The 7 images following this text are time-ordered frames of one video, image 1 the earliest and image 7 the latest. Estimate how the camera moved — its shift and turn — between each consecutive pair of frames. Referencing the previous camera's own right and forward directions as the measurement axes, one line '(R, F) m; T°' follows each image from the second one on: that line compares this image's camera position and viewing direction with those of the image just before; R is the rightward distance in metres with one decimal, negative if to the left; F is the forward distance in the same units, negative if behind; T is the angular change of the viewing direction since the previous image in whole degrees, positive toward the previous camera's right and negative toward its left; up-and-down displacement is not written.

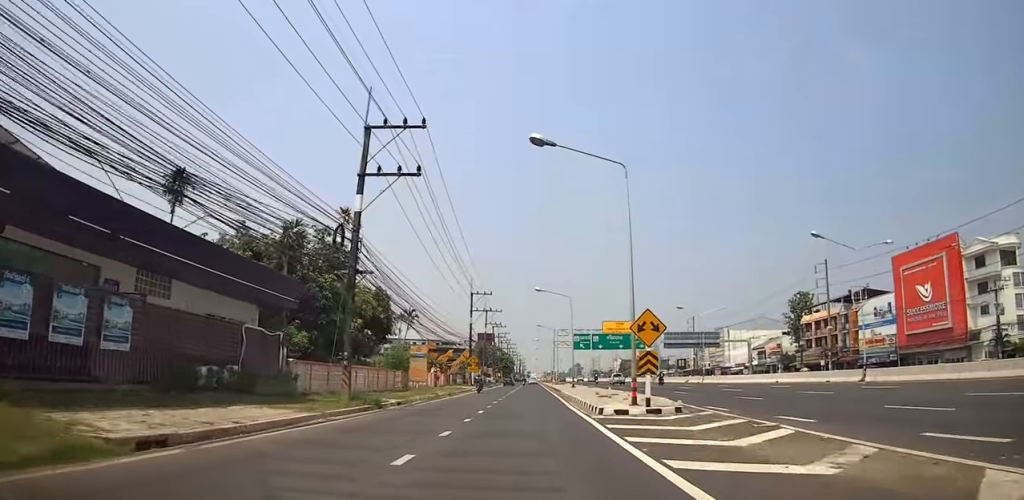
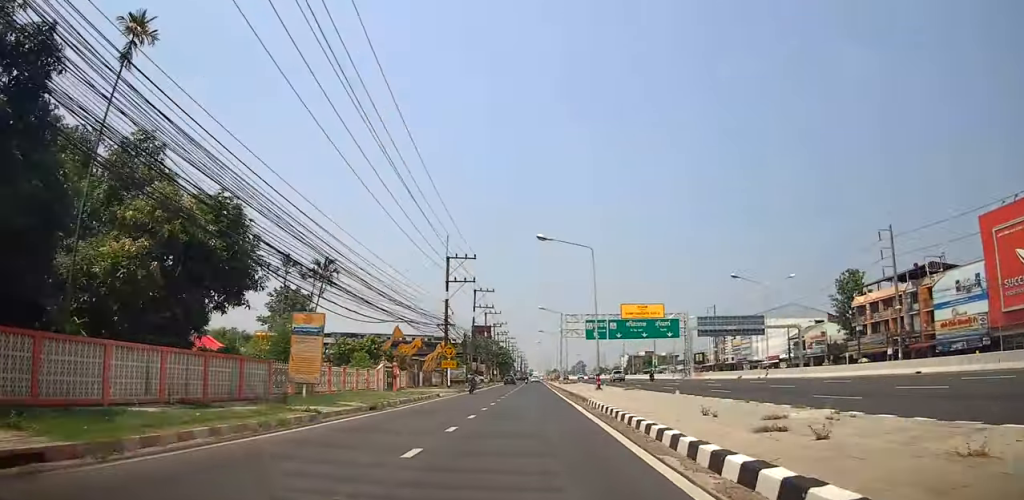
(+0.5, +19.8) m; +2°
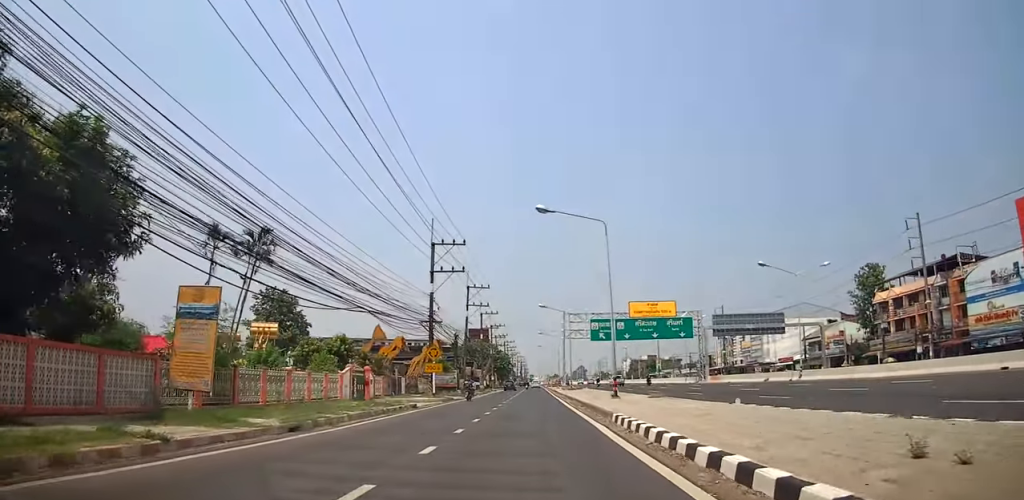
(0.0, +6.9) m; 0°
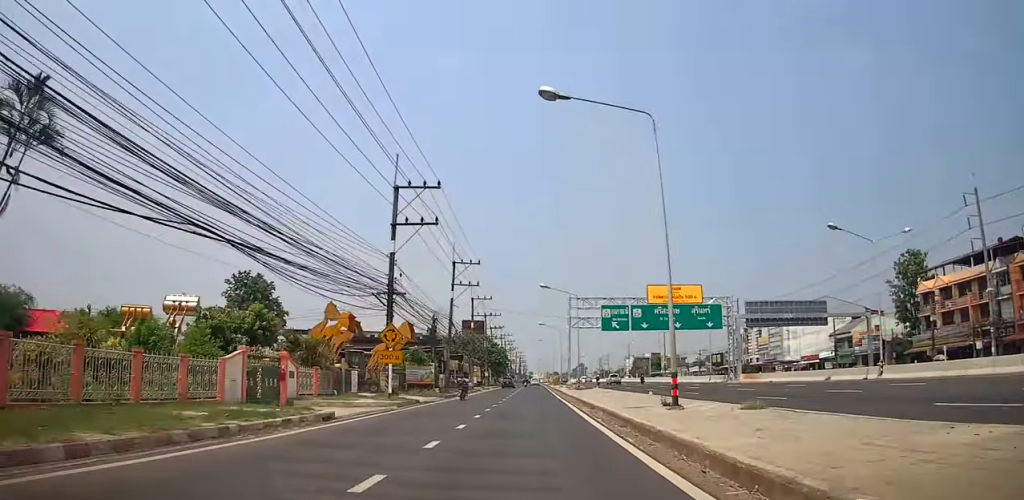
(-0.1, +11.7) m; 0°
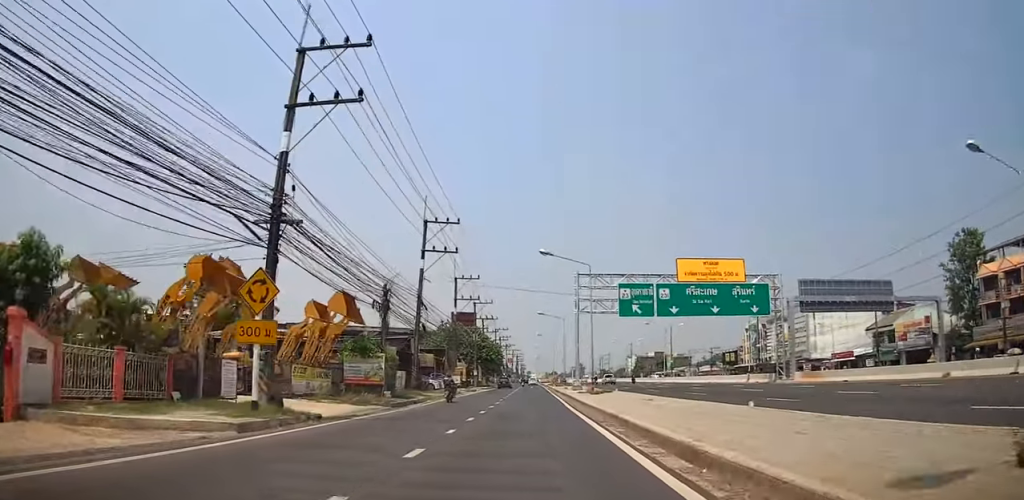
(0.0, +13.6) m; 0°
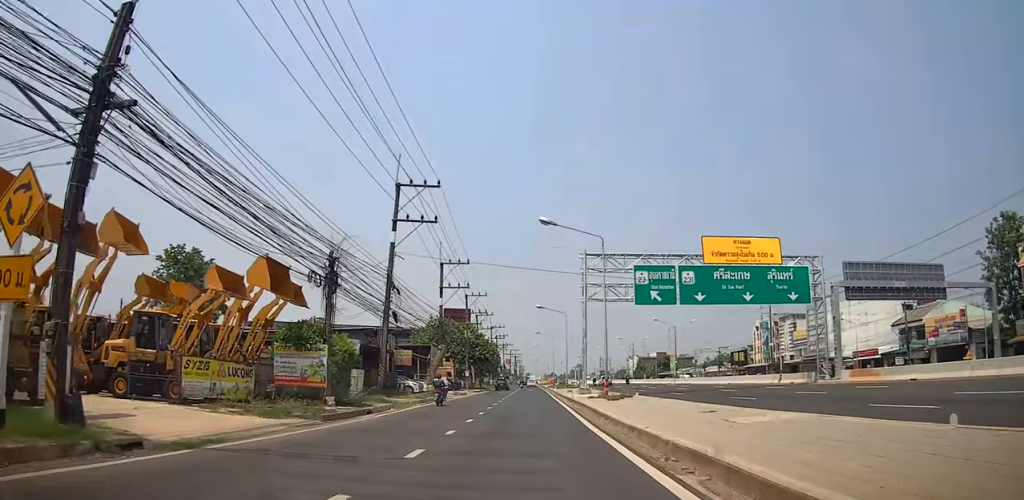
(0.0, +7.9) m; -1°
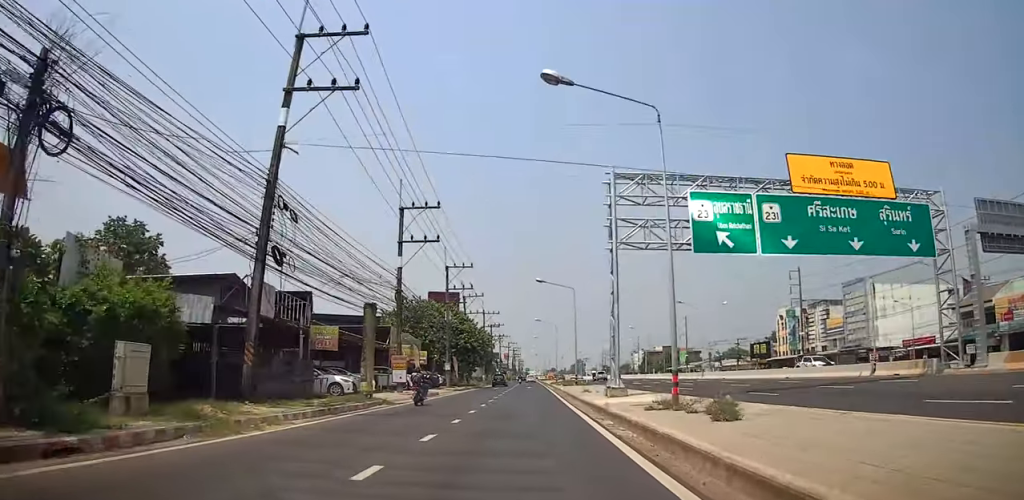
(-0.1, +14.5) m; -2°
